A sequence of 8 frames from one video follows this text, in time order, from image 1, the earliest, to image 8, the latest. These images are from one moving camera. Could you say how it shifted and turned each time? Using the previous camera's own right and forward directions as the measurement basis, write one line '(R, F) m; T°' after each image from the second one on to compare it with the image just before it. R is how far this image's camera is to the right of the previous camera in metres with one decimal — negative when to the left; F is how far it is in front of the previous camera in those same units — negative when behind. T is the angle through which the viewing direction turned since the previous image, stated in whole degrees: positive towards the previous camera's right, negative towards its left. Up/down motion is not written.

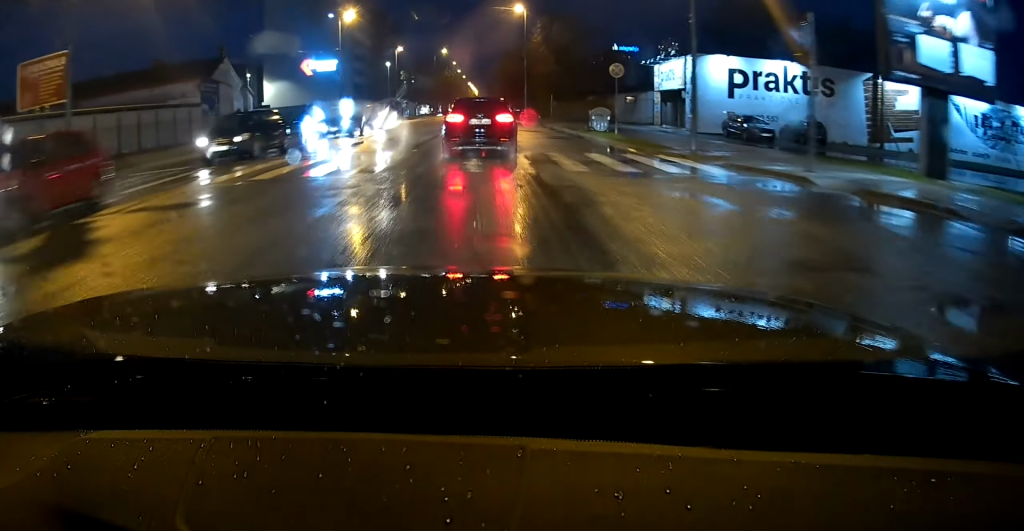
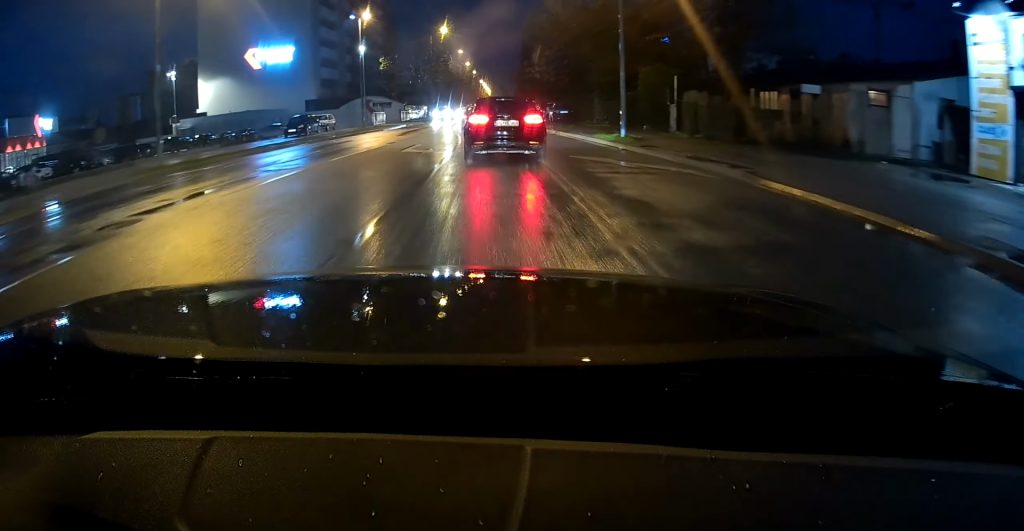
(-0.3, +35.6) m; 0°
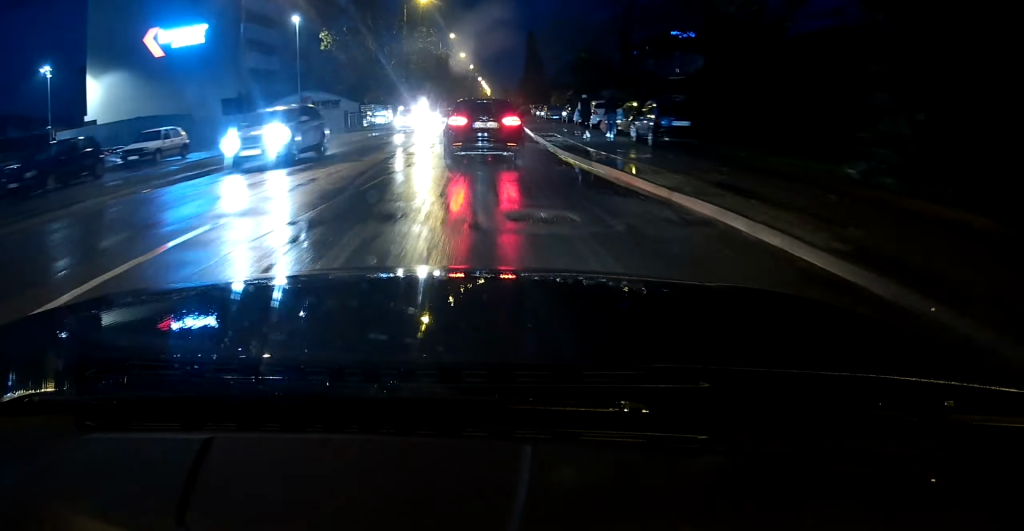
(+0.2, +29.2) m; -1°
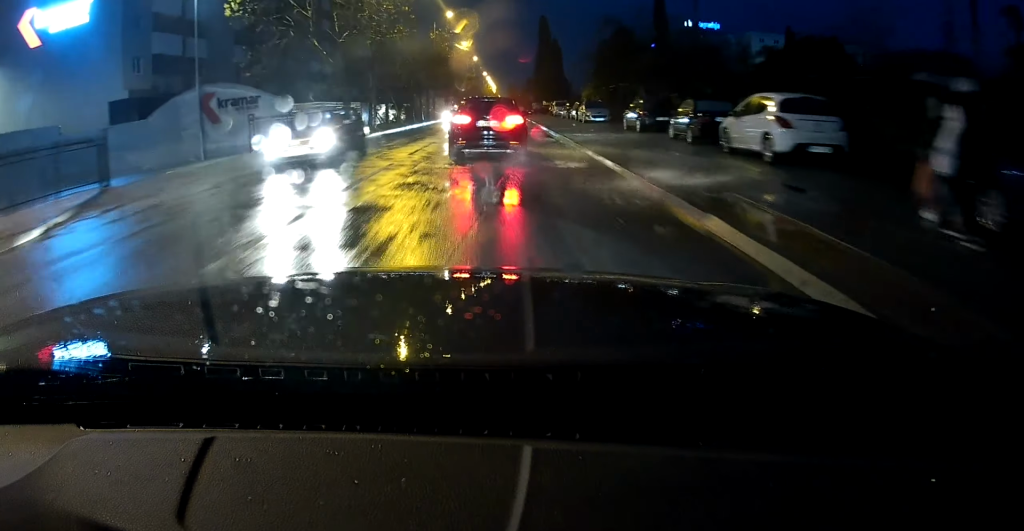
(-0.3, +21.3) m; 0°
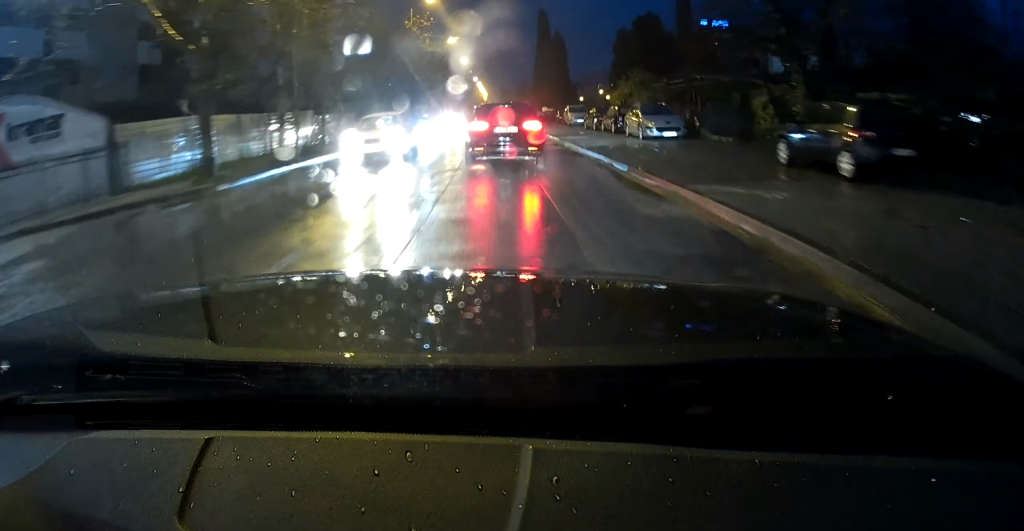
(+0.2, +16.2) m; +1°
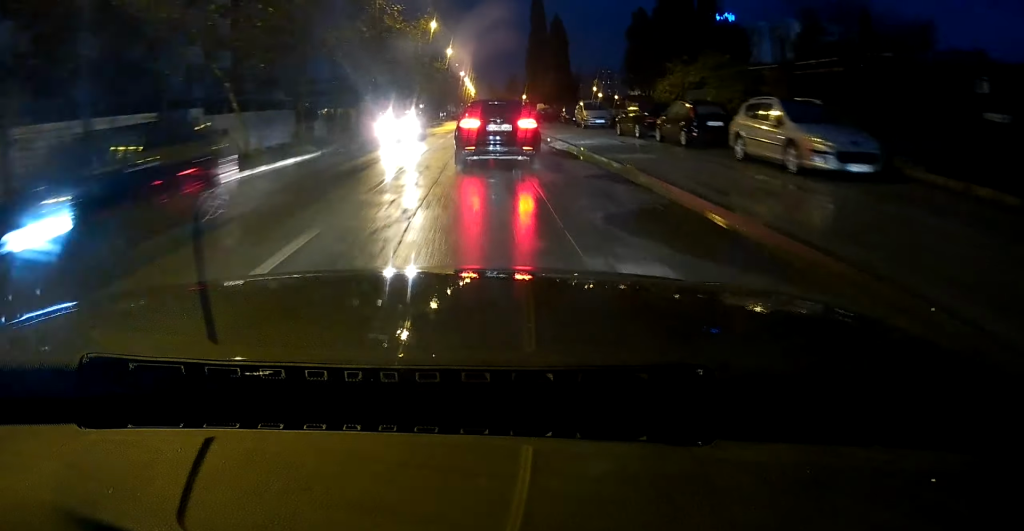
(+0.1, +13.4) m; 0°
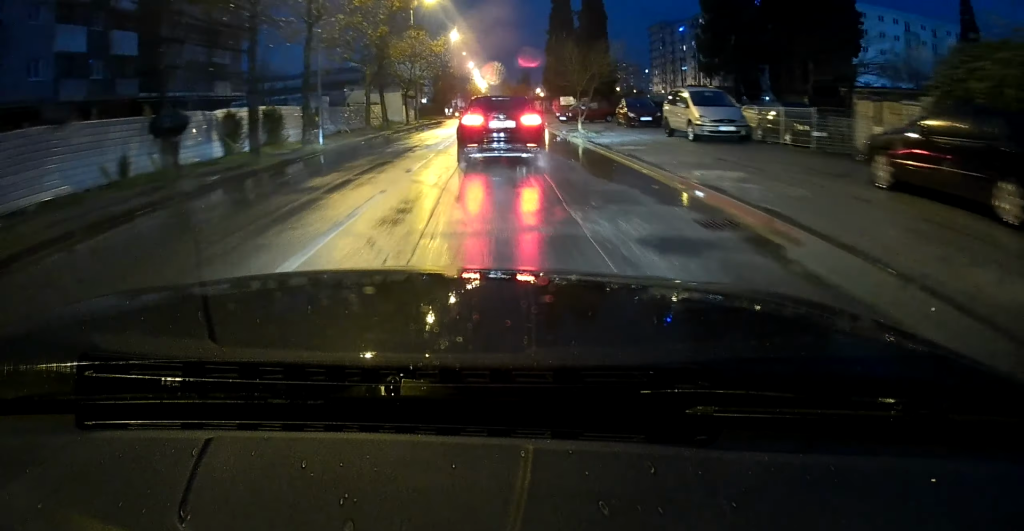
(0.0, +19.2) m; 0°
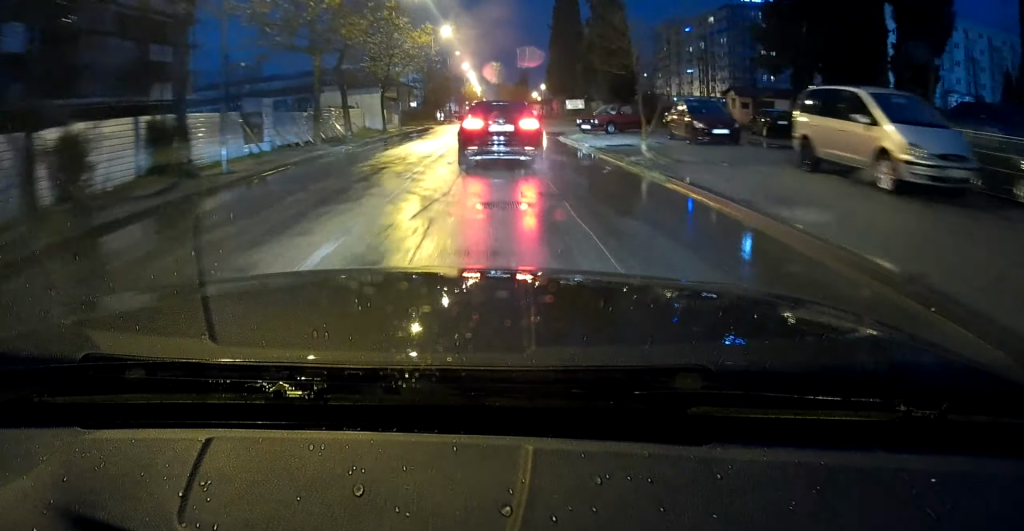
(-0.1, +11.0) m; 0°
